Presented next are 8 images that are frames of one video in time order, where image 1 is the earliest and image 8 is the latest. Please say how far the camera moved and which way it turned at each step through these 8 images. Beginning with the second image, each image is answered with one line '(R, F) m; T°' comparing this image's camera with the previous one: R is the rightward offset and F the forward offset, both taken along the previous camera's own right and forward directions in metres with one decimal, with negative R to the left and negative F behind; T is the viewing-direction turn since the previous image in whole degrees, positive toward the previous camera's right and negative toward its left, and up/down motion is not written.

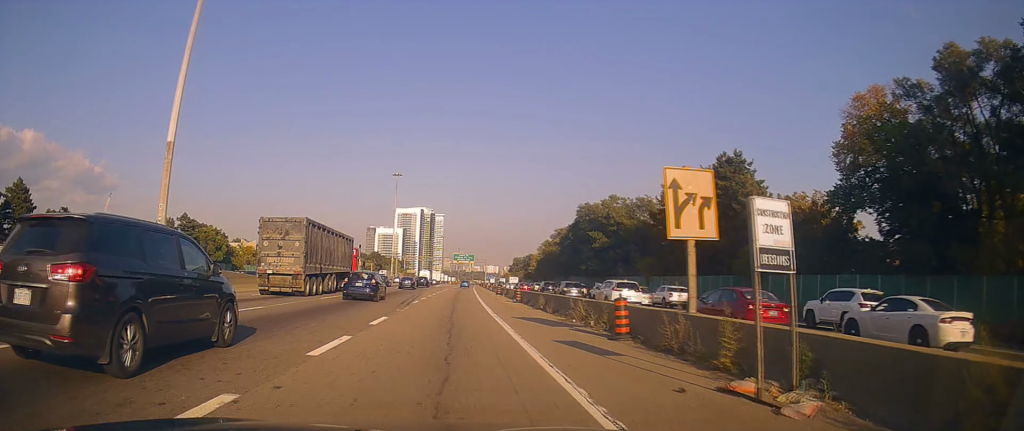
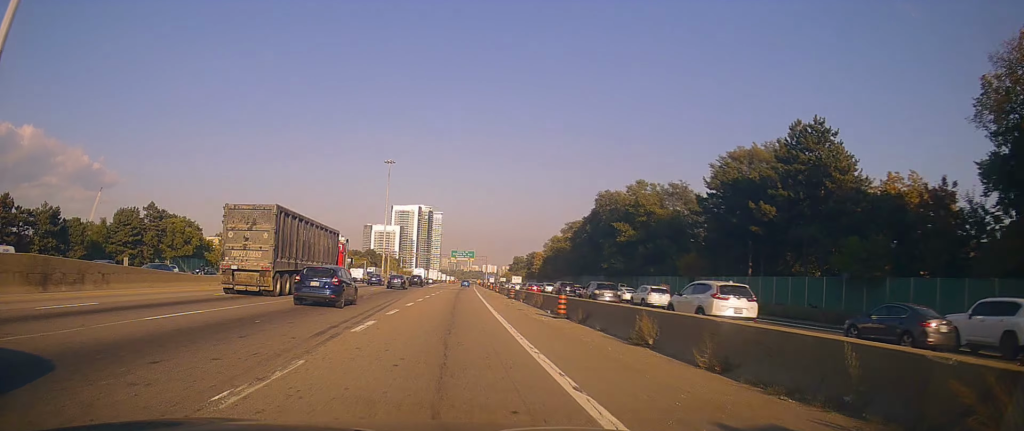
(+0.1, +16.8) m; -1°
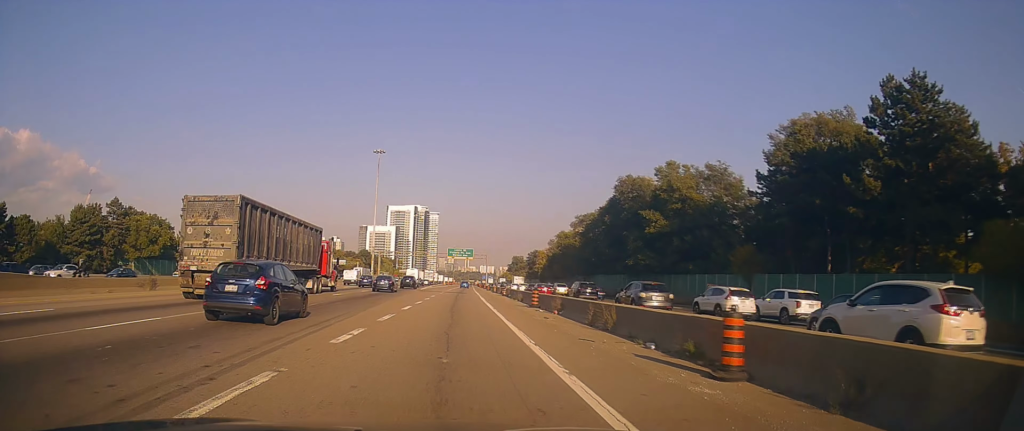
(-0.4, +14.6) m; 0°
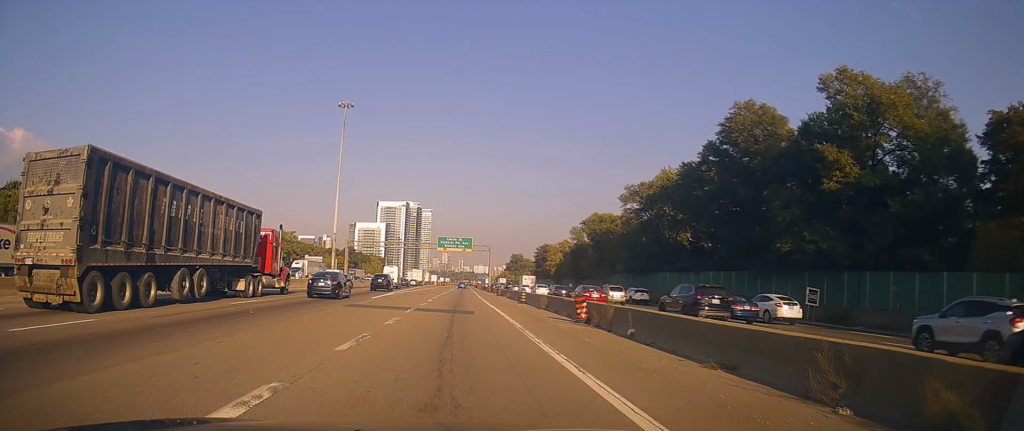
(+0.5, +38.4) m; +2°
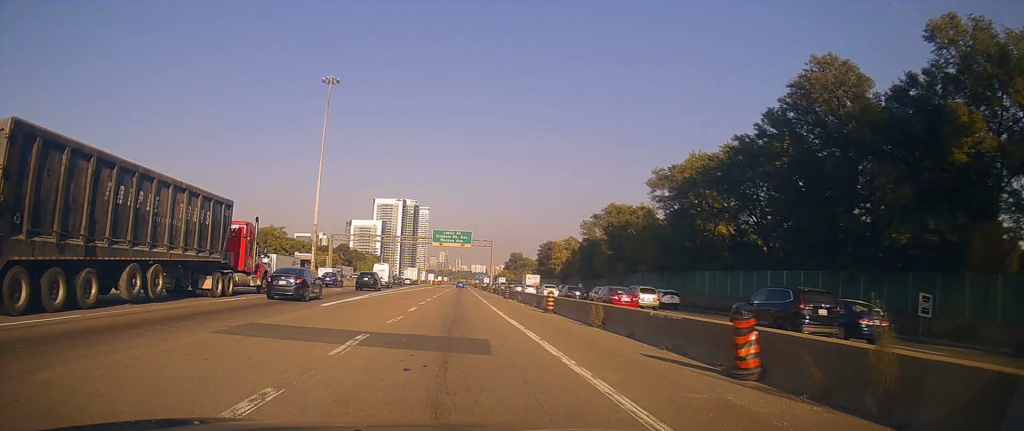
(-0.1, +12.3) m; +1°
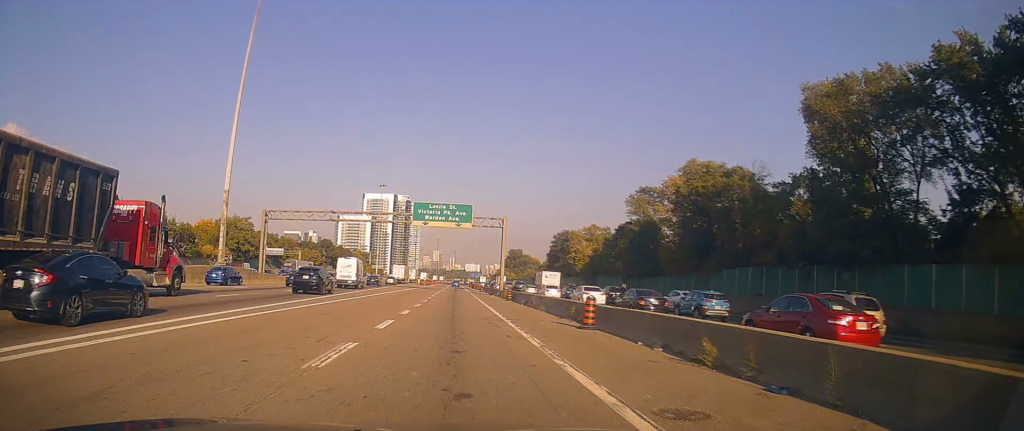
(+0.2, +32.9) m; 0°
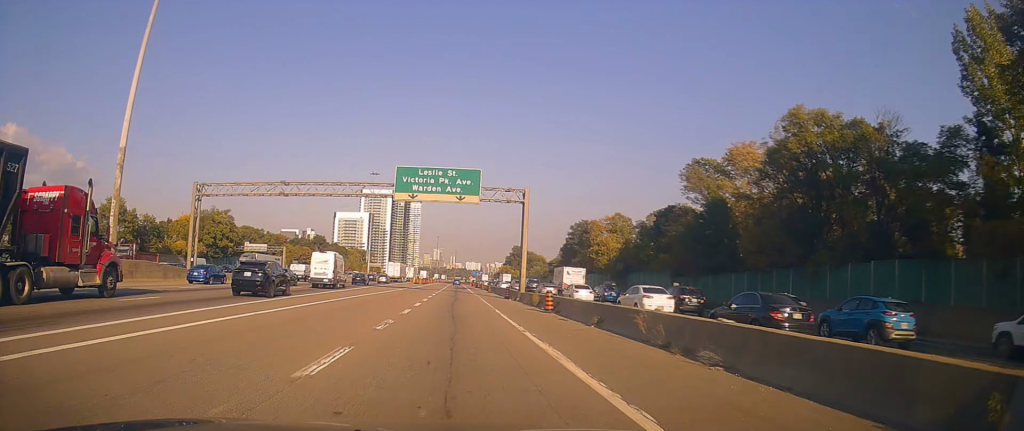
(-0.1, +19.3) m; 0°
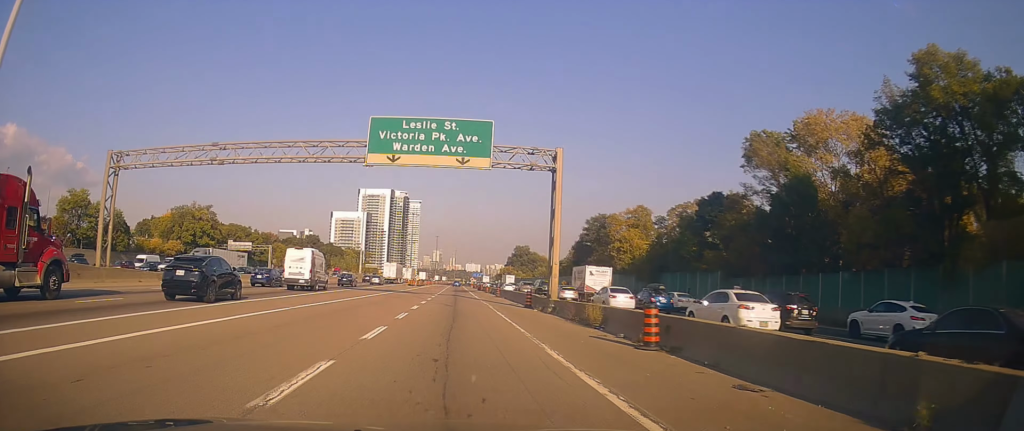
(+0.1, +14.3) m; 0°
